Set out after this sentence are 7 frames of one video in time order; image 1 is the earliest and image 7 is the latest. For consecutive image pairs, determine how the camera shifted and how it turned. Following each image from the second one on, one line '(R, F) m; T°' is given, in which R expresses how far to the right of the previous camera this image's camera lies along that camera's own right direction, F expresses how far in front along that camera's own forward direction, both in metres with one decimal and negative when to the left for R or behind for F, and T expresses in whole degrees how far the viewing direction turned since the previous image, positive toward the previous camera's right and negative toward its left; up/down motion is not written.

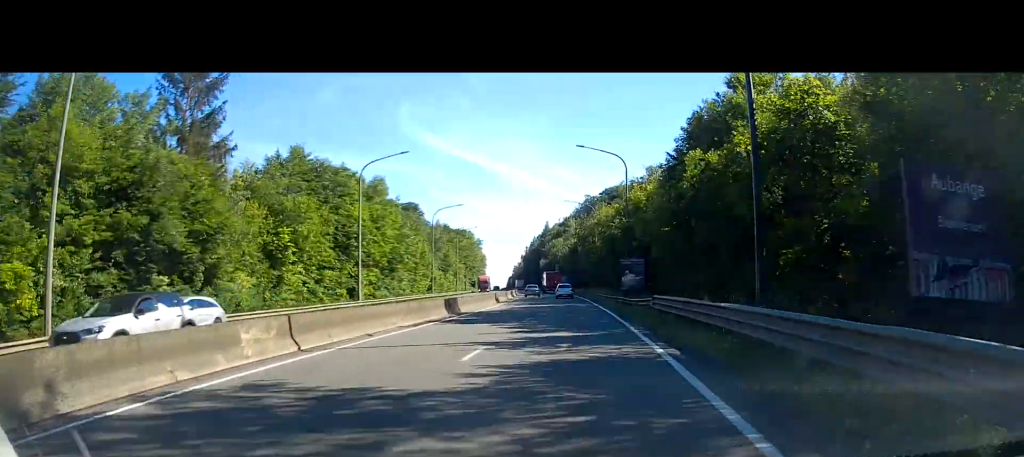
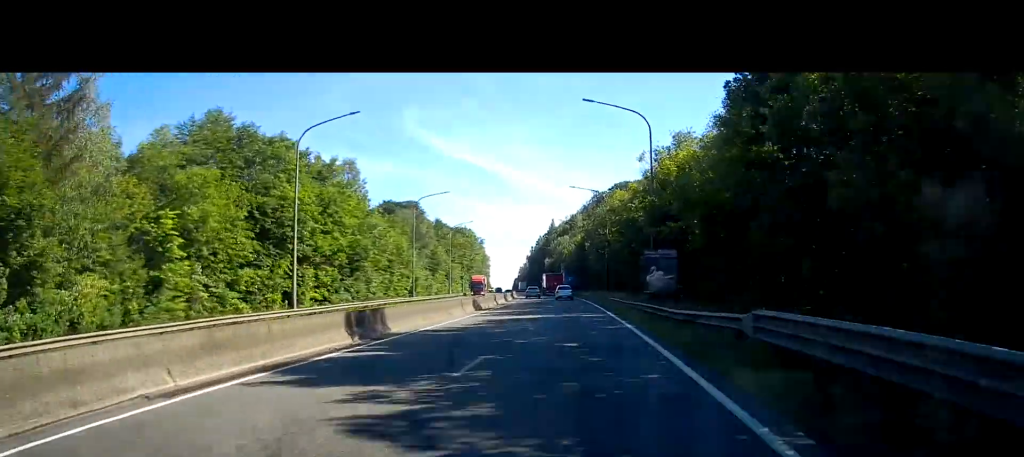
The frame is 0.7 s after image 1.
(0.0, +14.2) m; -2°
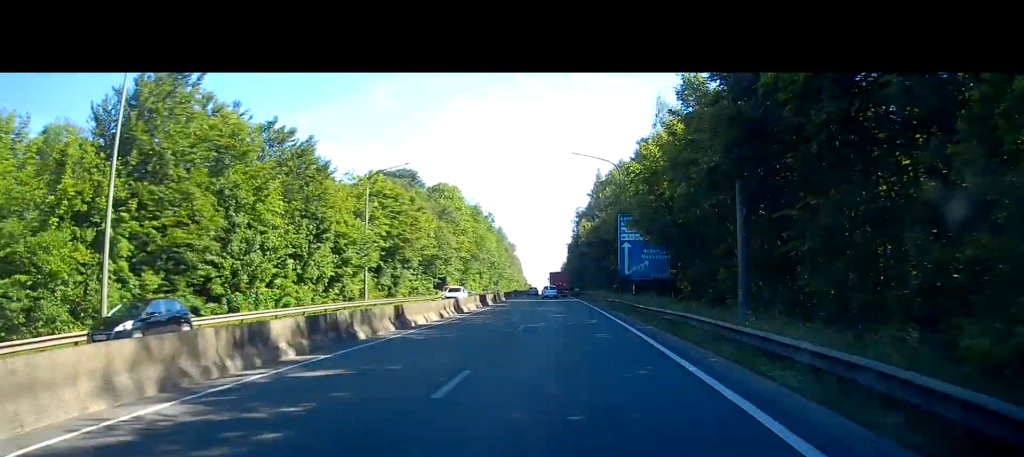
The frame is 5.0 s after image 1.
(-3.7, +89.6) m; -4°
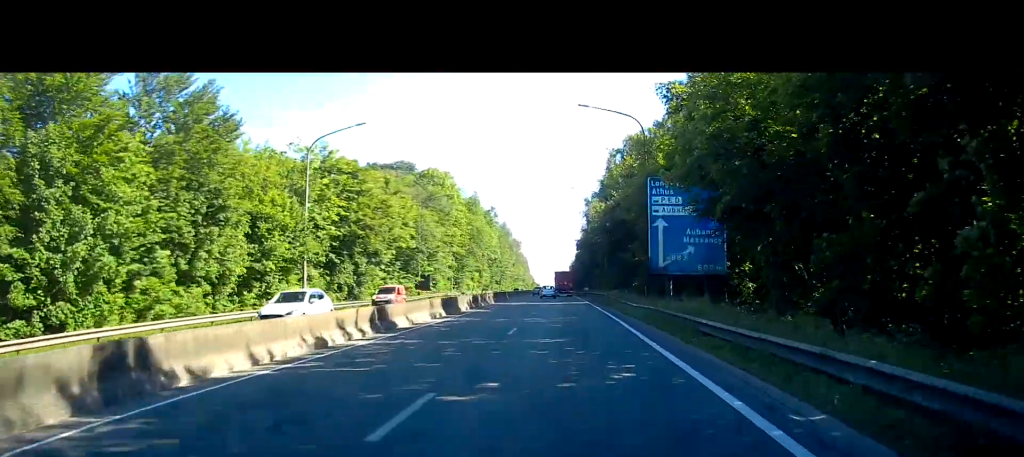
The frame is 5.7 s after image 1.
(-0.1, +14.6) m; 0°
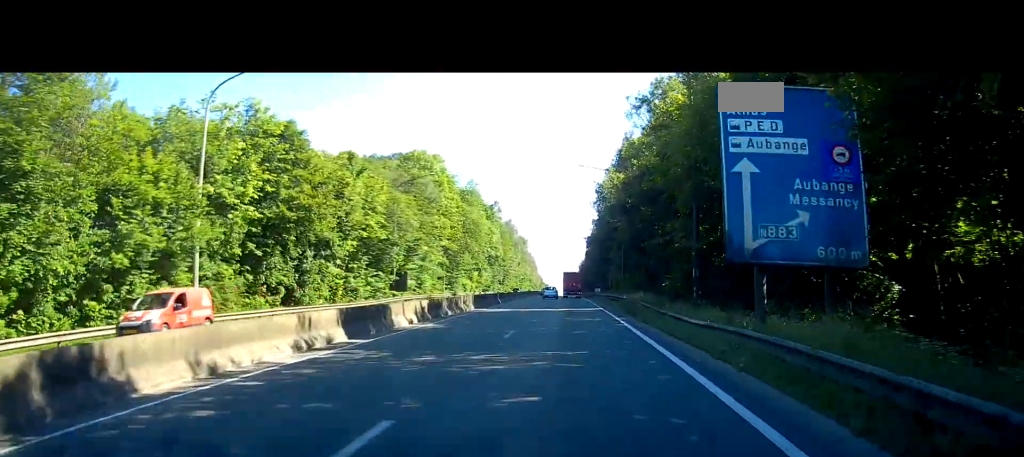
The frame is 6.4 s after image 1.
(0.0, +13.9) m; 0°
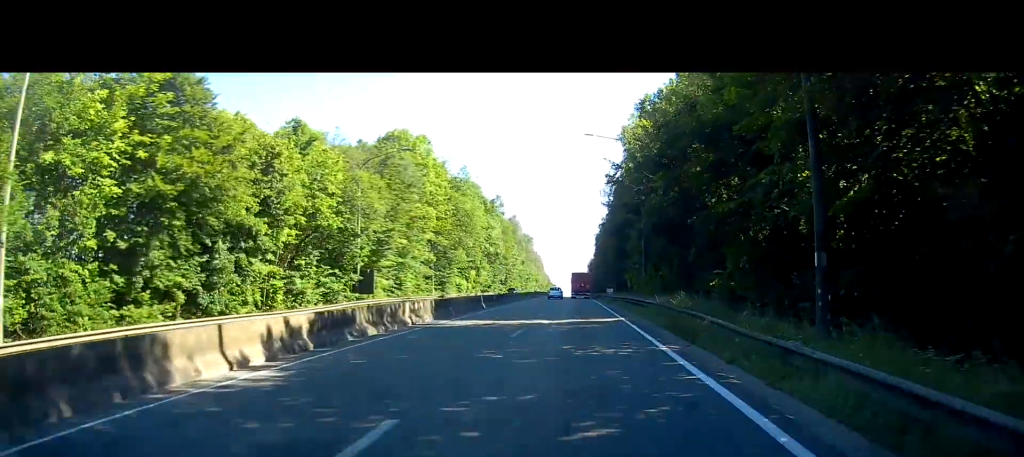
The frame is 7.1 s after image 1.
(0.0, +12.5) m; 0°
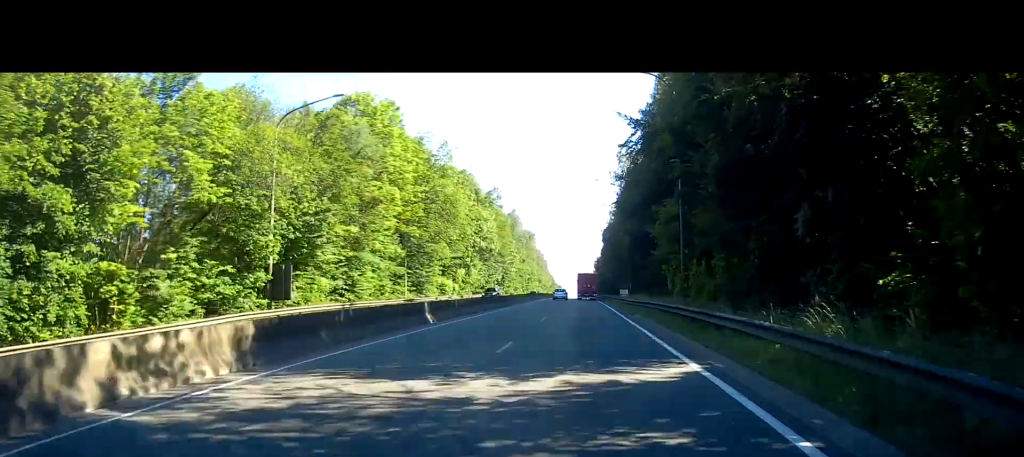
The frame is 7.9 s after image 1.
(0.0, +15.7) m; 0°
